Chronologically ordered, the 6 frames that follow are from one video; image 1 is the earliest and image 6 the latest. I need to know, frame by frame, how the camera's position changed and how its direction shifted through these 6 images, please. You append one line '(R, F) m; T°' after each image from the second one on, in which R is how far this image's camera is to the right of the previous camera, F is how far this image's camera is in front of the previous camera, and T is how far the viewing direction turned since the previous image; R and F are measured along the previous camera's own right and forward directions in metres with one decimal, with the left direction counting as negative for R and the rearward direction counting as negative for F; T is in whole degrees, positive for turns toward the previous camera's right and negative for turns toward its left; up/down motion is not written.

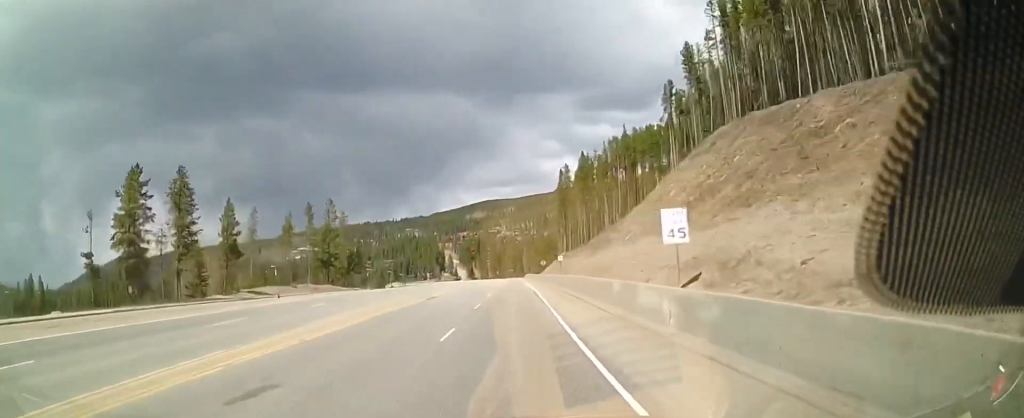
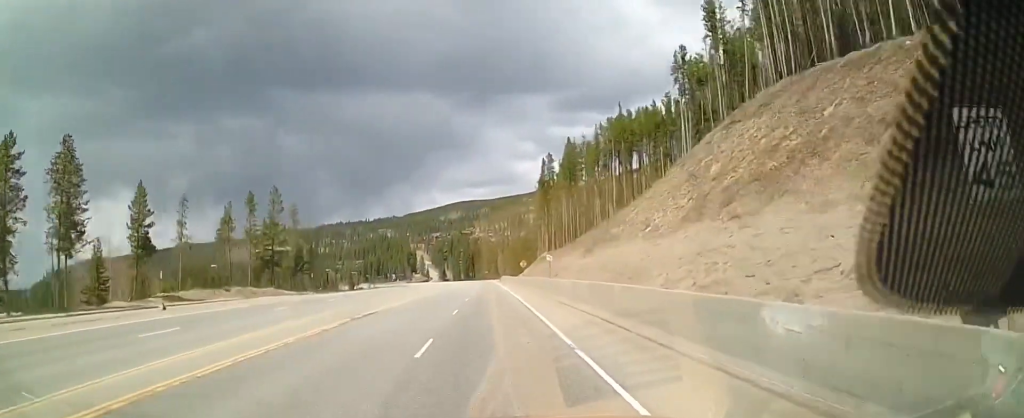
(+0.6, +14.9) m; +3°
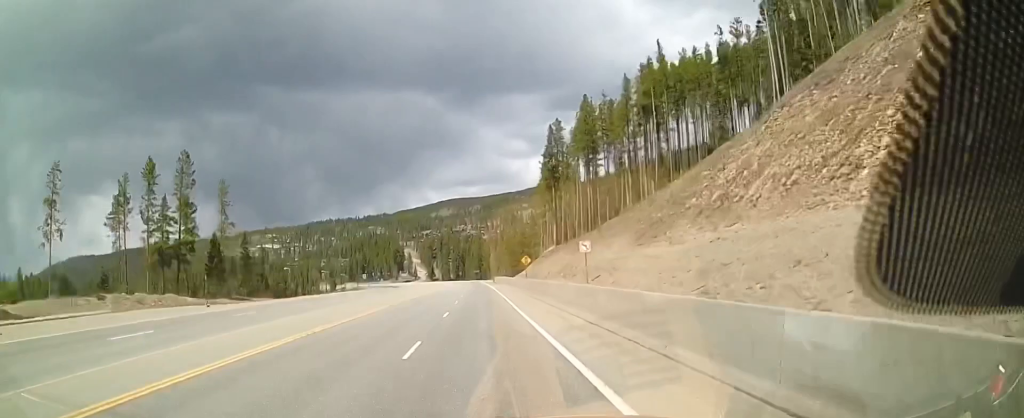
(+0.7, +25.2) m; +3°
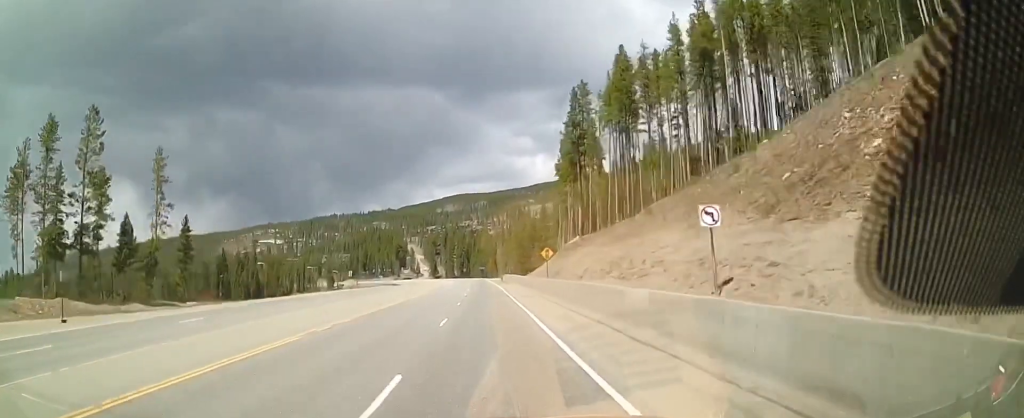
(+0.3, +17.8) m; +1°
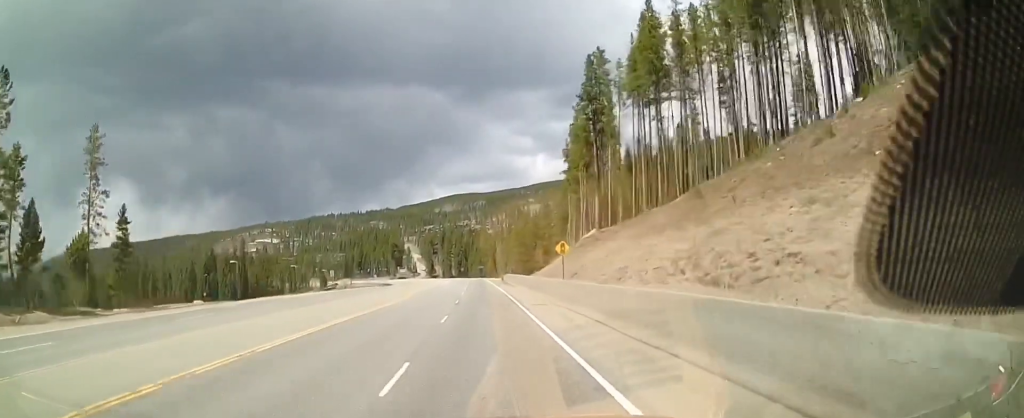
(+0.1, +11.3) m; 0°
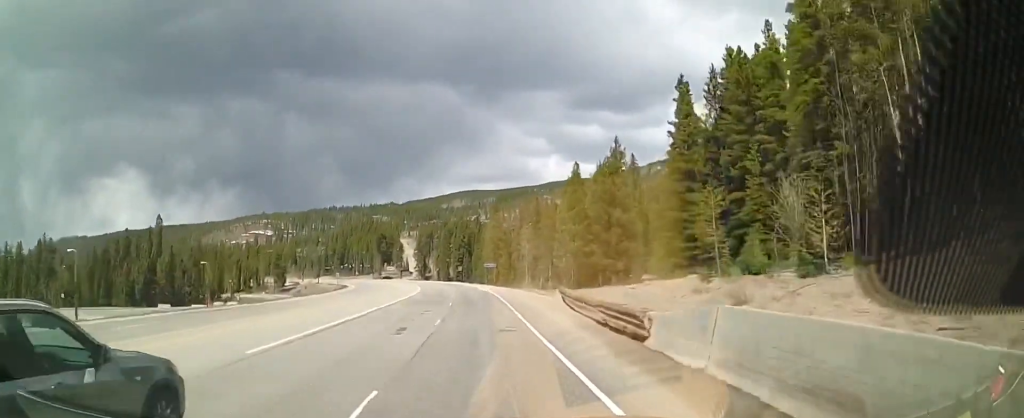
(-1.4, +76.8) m; +1°
